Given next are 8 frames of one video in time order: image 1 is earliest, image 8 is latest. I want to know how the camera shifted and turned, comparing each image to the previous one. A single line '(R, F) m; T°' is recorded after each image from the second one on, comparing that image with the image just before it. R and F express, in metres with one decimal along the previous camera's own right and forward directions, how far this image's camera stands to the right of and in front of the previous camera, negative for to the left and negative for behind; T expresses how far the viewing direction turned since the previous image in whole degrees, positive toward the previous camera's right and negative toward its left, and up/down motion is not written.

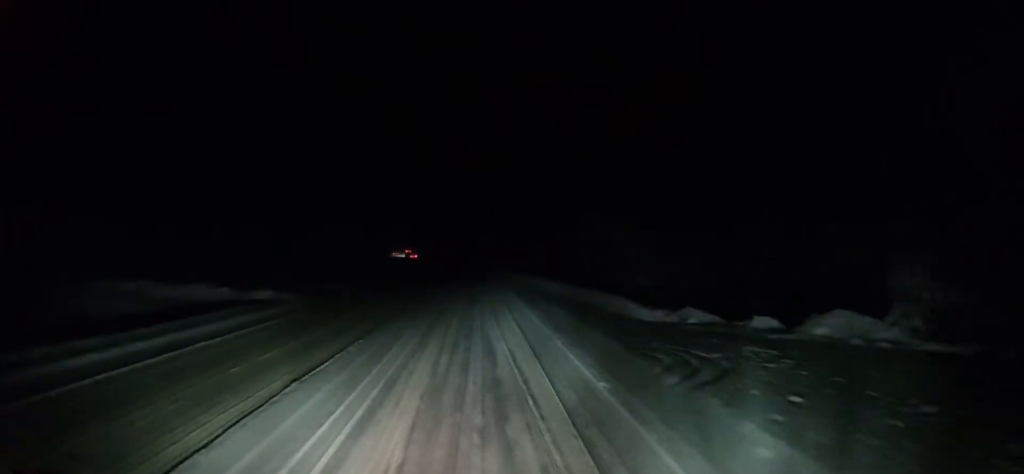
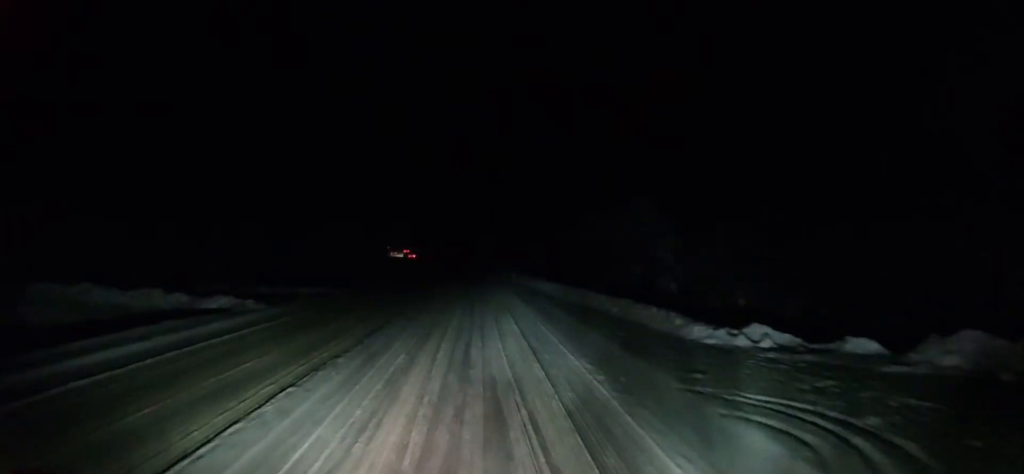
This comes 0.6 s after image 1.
(+0.2, +7.2) m; +1°
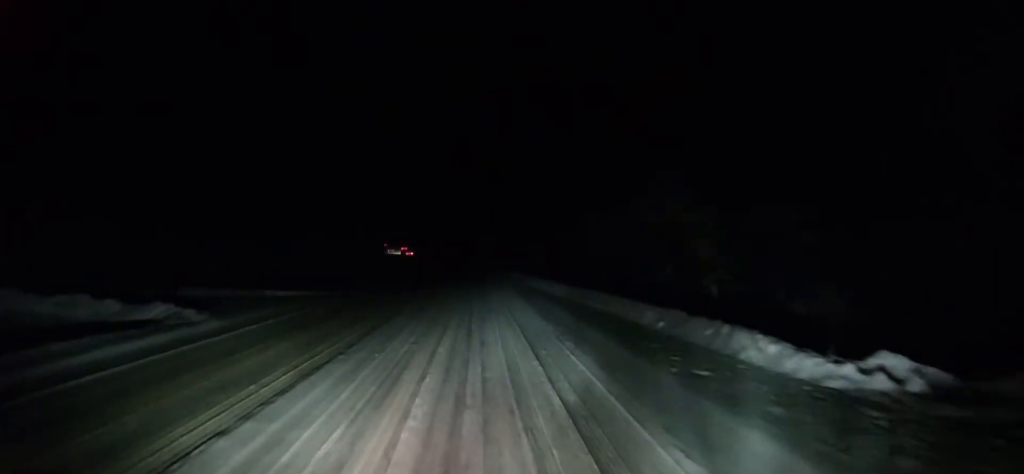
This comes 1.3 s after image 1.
(+0.1, +7.6) m; 0°
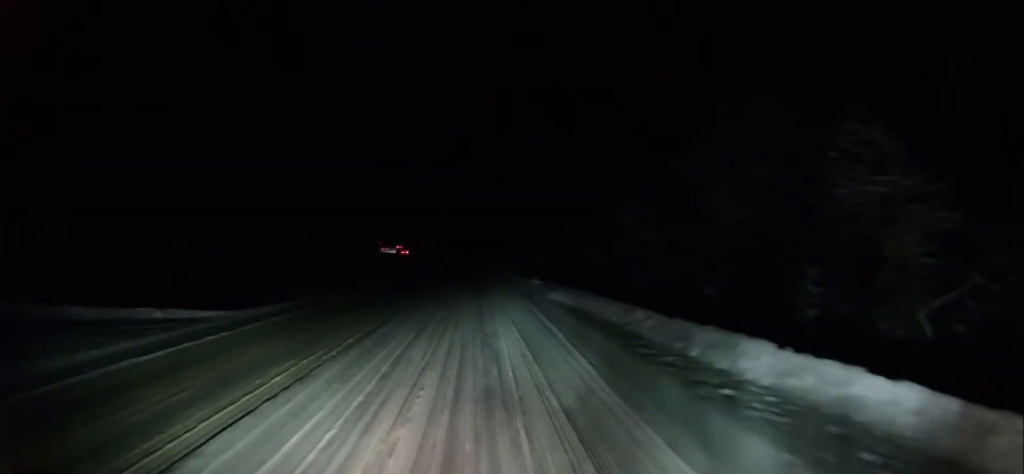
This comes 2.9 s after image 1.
(0.0, +17.6) m; -3°
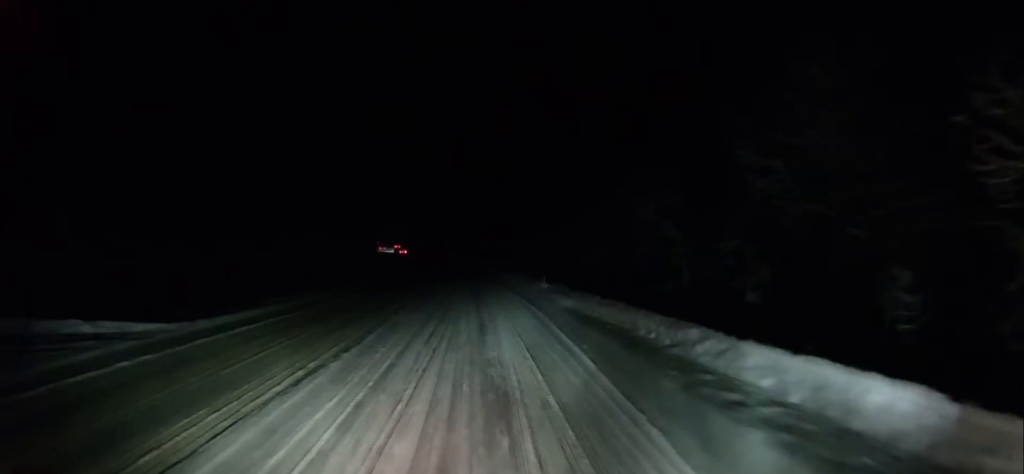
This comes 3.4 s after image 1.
(-0.3, +5.6) m; 0°
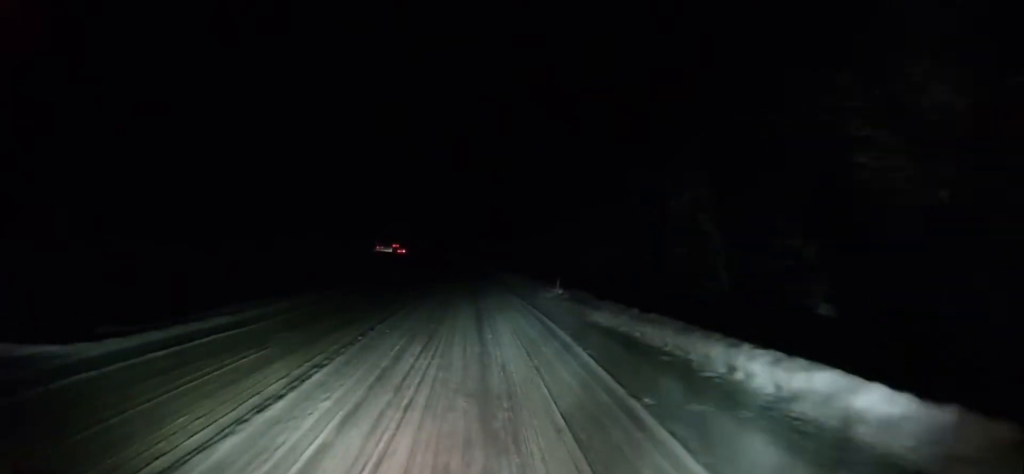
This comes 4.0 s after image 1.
(-0.2, +6.7) m; 0°
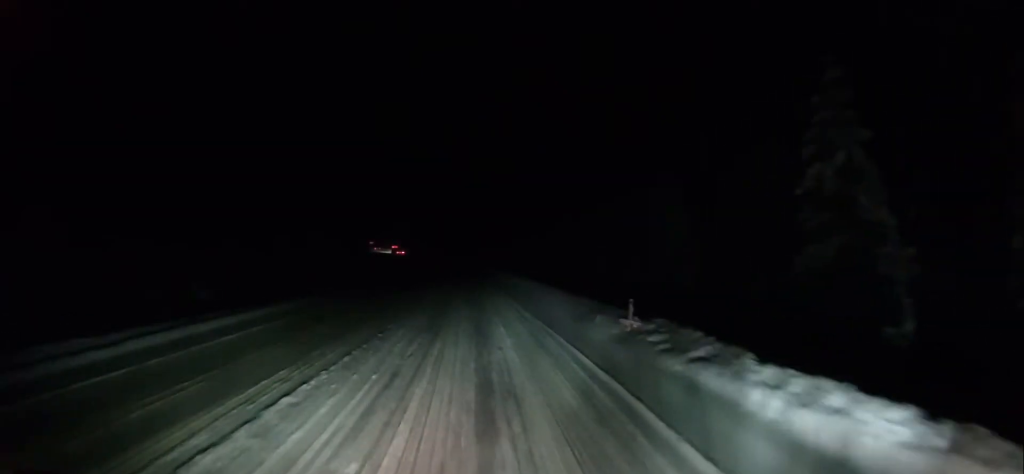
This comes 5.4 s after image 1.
(+0.4, +15.6) m; 0°
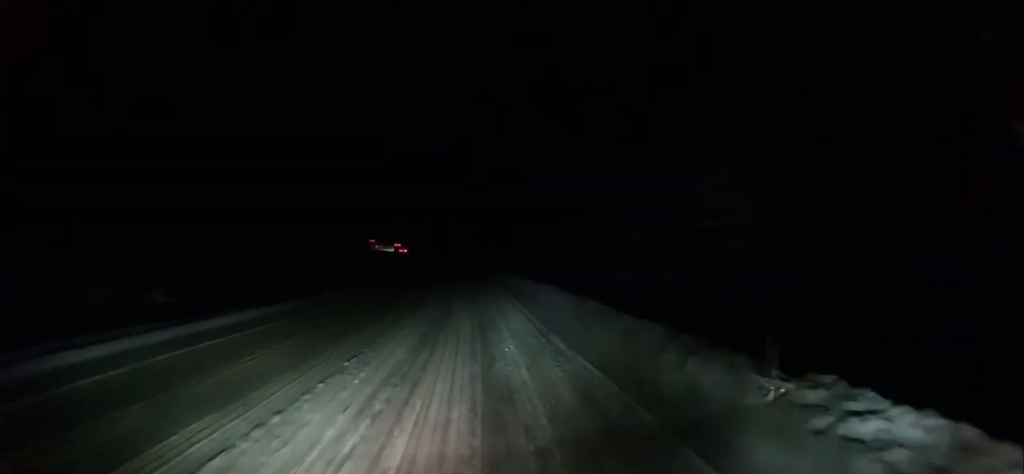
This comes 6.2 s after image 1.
(-0.1, +8.8) m; -1°
